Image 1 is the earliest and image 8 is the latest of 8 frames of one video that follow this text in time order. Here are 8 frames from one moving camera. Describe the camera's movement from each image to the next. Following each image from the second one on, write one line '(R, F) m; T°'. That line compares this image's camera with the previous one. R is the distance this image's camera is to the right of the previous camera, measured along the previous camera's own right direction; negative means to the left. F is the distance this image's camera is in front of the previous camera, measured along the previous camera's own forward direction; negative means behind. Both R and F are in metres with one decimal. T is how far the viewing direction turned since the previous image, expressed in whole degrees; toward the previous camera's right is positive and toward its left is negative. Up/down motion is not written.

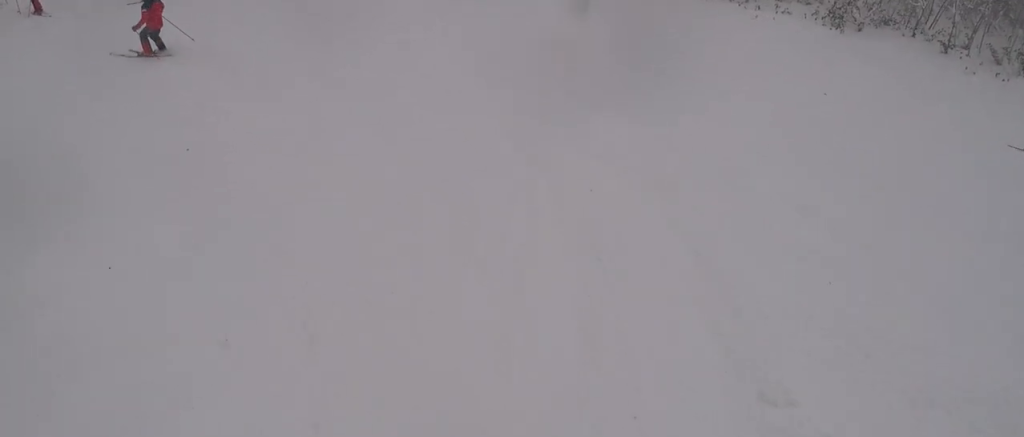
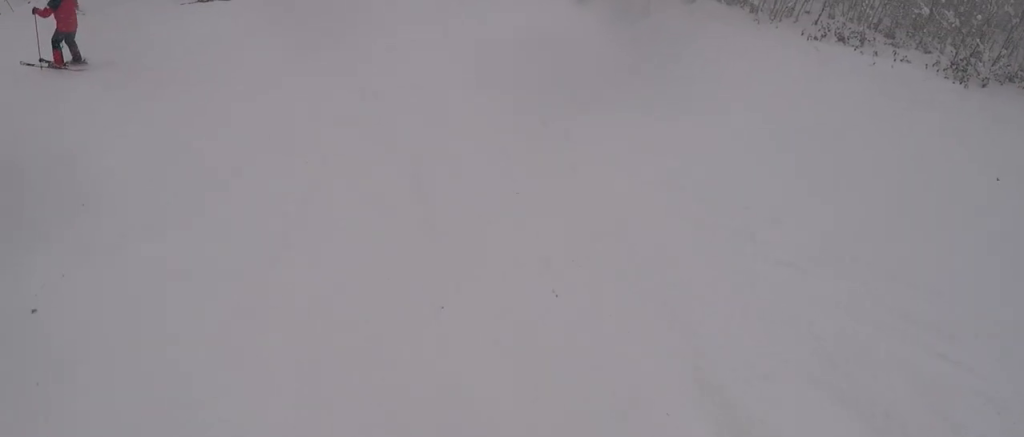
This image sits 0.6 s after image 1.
(-1.2, +3.4) m; -6°
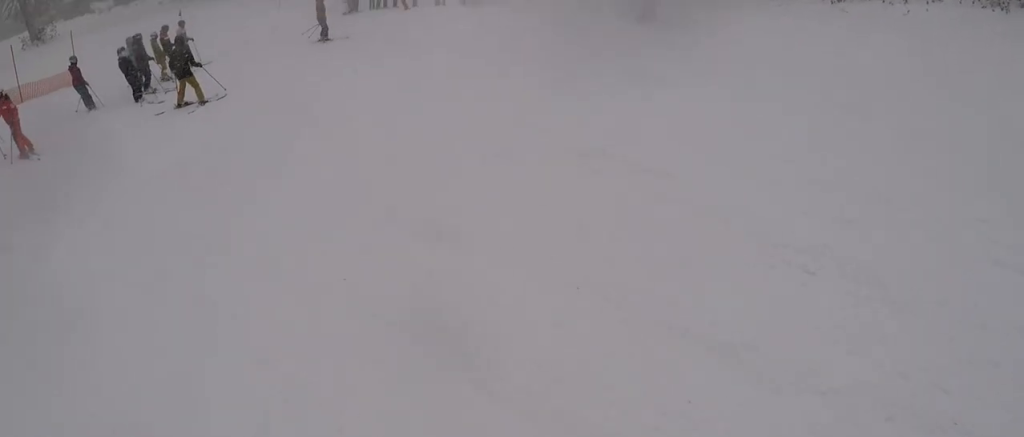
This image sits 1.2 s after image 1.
(-0.6, +4.1) m; -2°
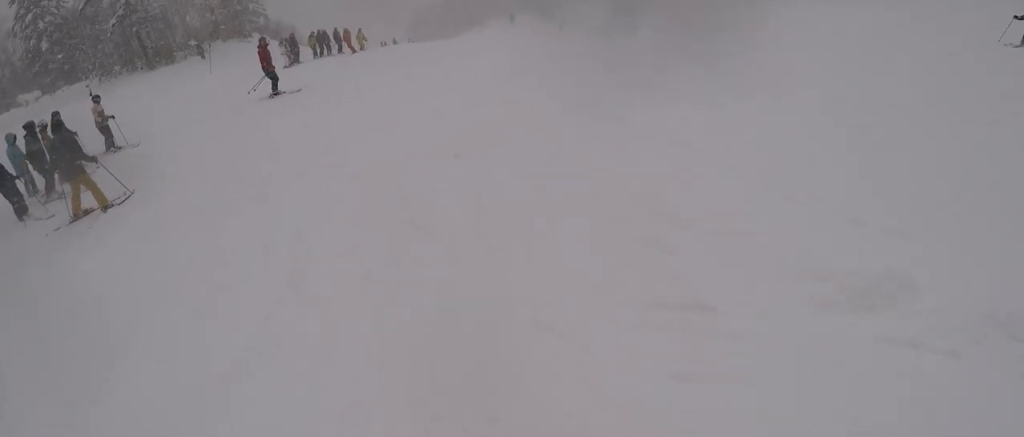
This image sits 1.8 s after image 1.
(+0.6, +3.9) m; +6°
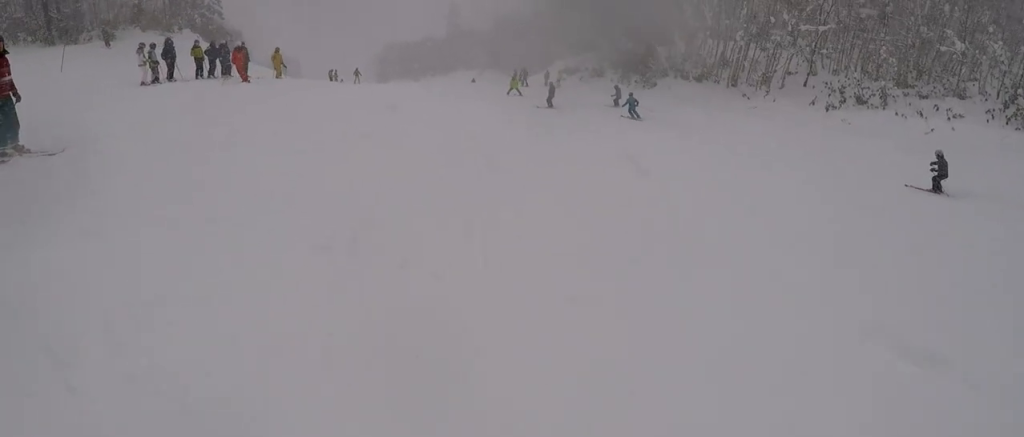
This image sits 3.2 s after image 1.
(+0.5, +8.8) m; +4°
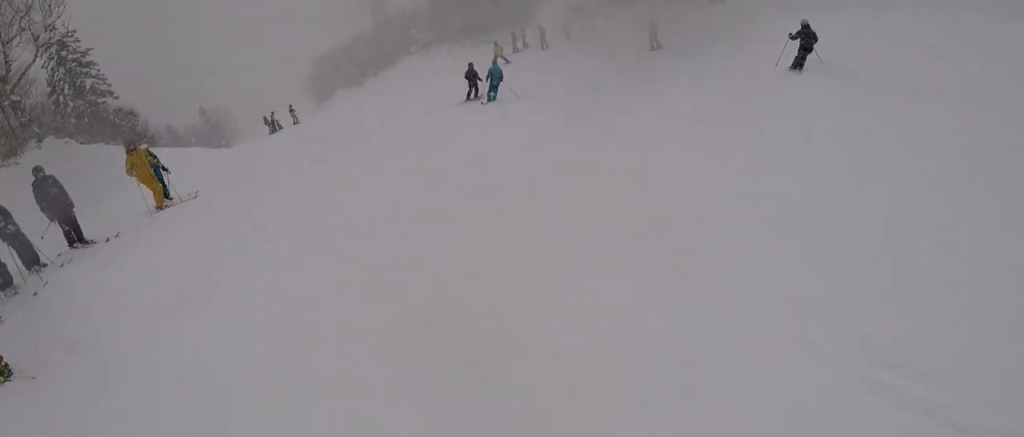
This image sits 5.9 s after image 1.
(-1.6, +17.2) m; +5°
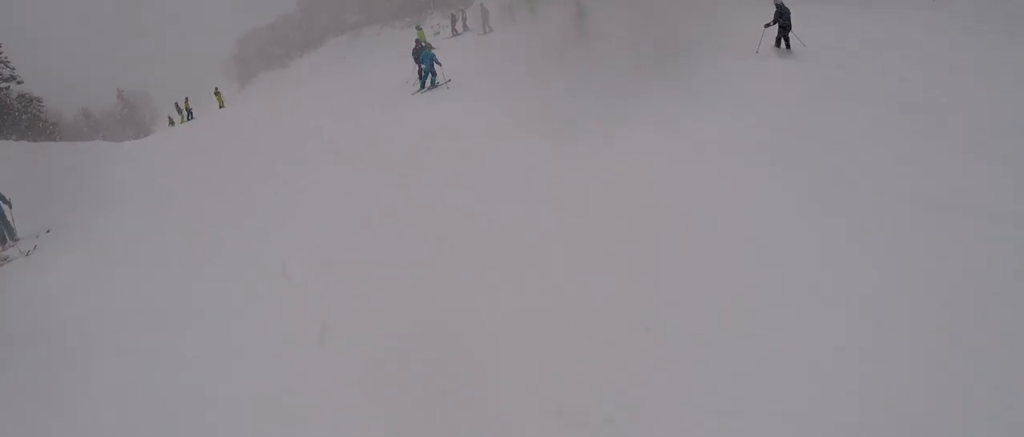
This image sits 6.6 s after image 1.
(+0.1, +4.2) m; -2°
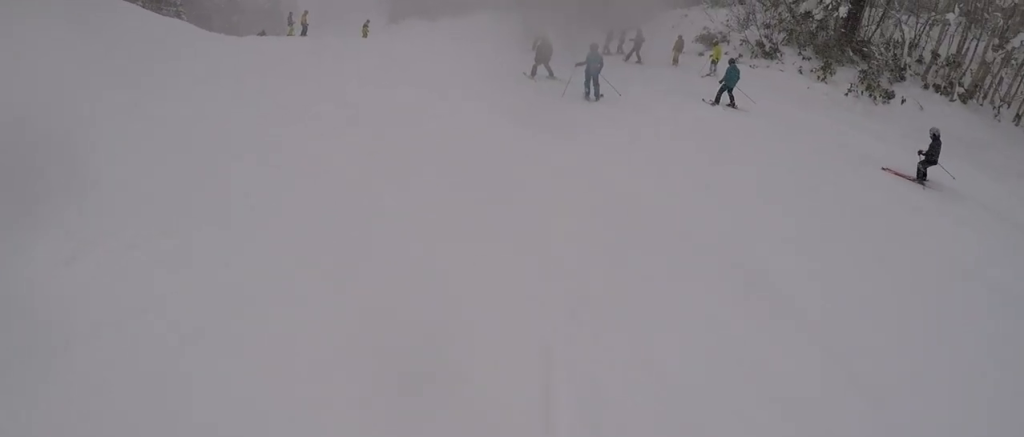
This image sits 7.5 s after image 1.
(-0.3, +5.8) m; -10°
